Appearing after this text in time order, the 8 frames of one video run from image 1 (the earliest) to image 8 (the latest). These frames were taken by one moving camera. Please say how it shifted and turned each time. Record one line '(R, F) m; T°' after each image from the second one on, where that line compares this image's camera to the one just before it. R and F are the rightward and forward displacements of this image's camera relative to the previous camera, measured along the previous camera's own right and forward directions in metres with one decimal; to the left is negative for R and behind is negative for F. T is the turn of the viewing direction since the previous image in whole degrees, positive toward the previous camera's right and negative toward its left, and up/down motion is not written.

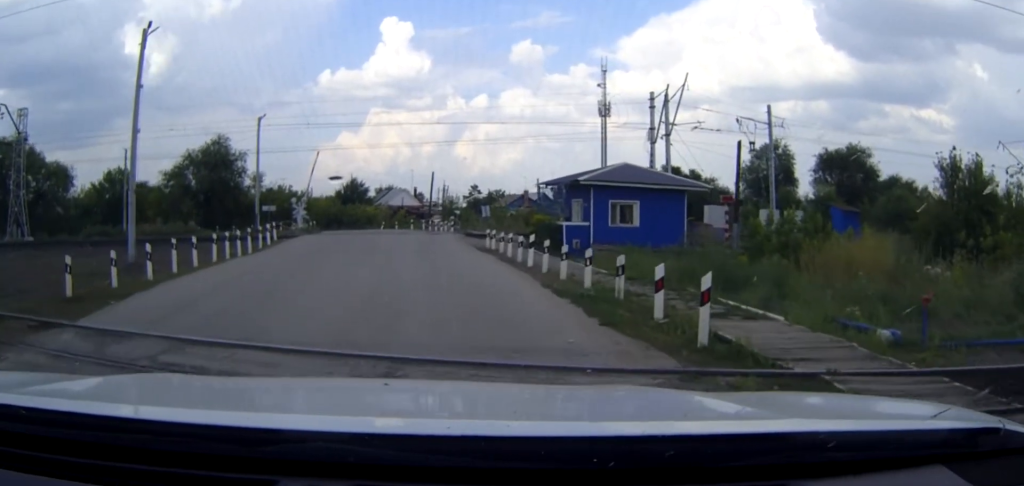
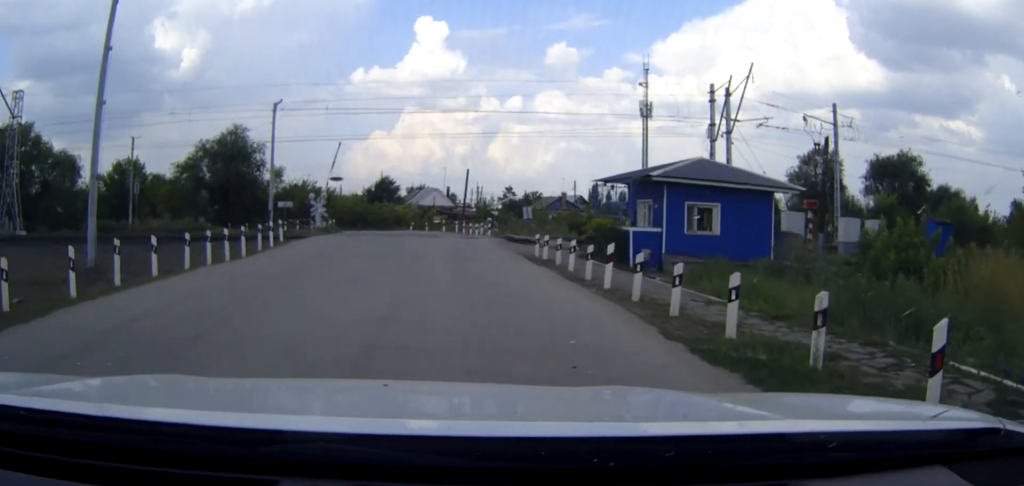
(-0.1, +5.3) m; -3°
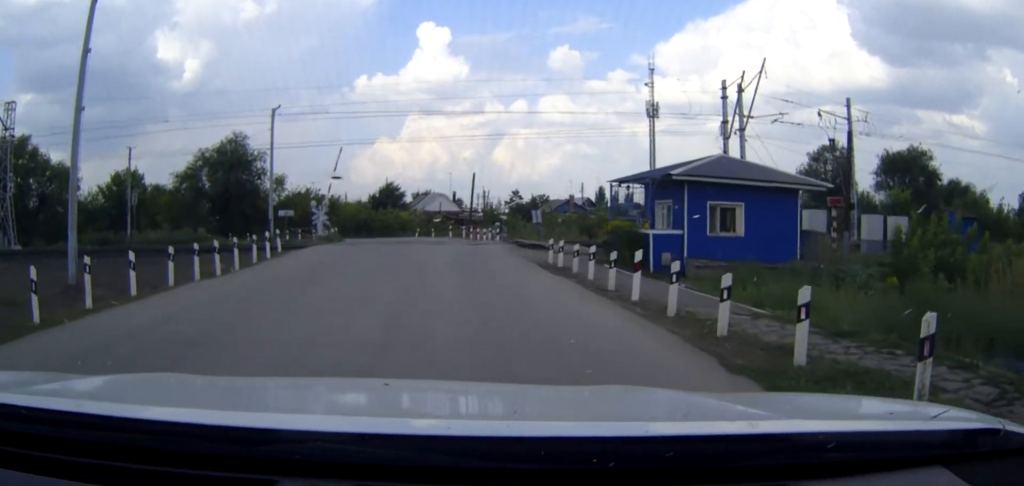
(0.0, +1.4) m; 0°
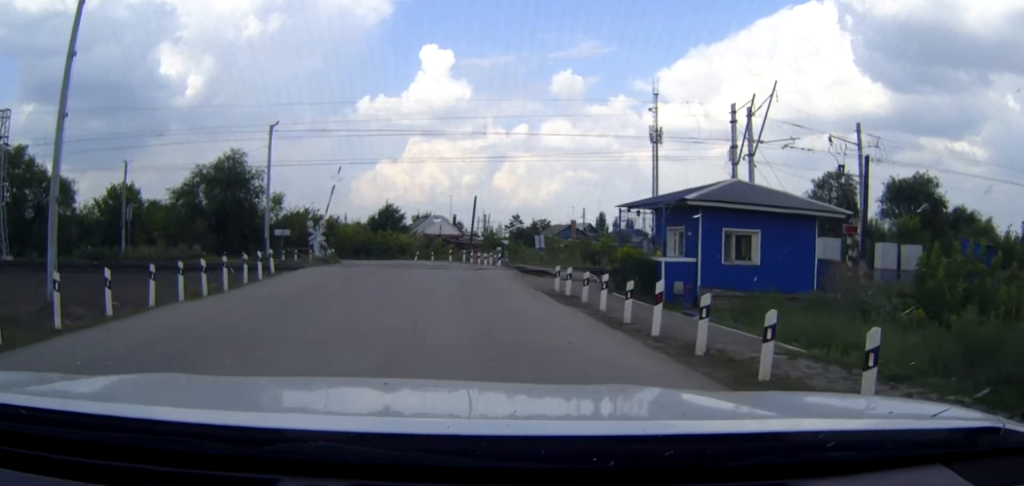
(0.0, +1.1) m; 0°
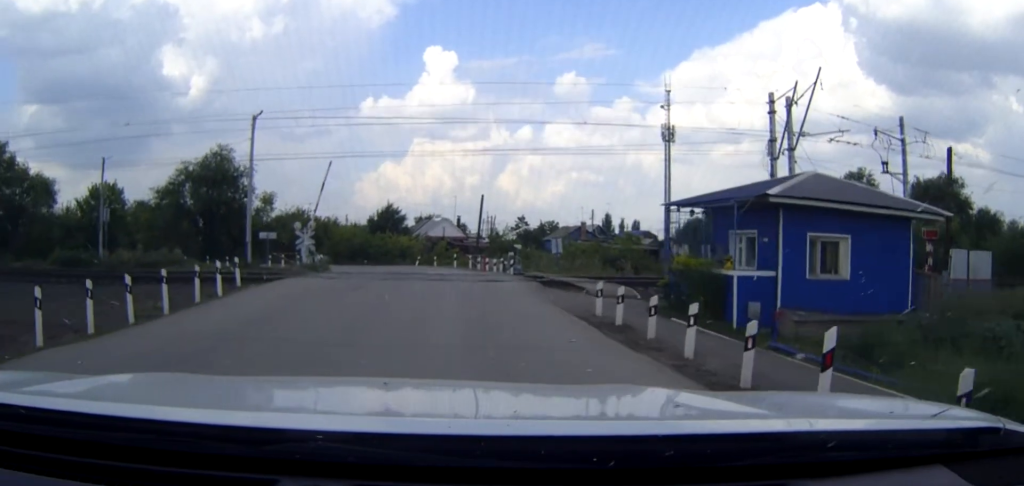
(0.0, +4.4) m; -1°
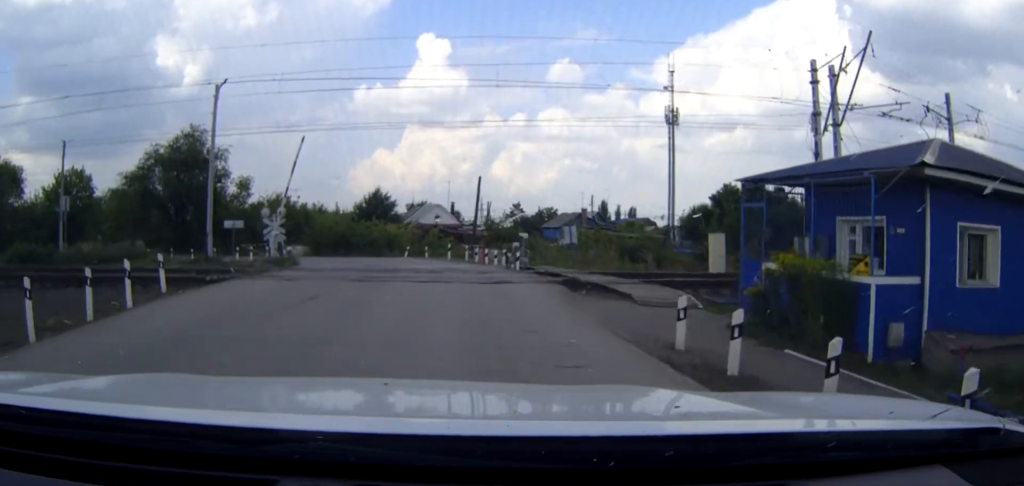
(0.0, +4.7) m; +1°
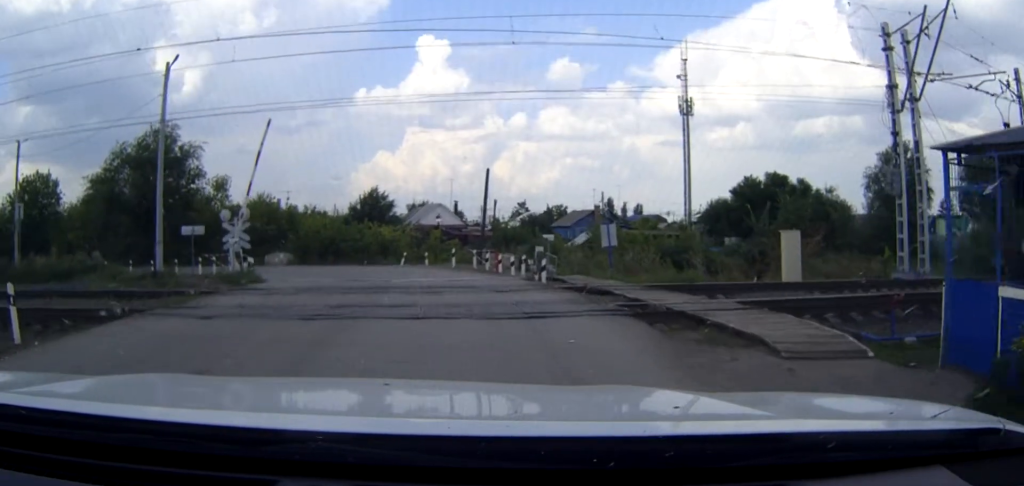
(0.0, +6.1) m; 0°
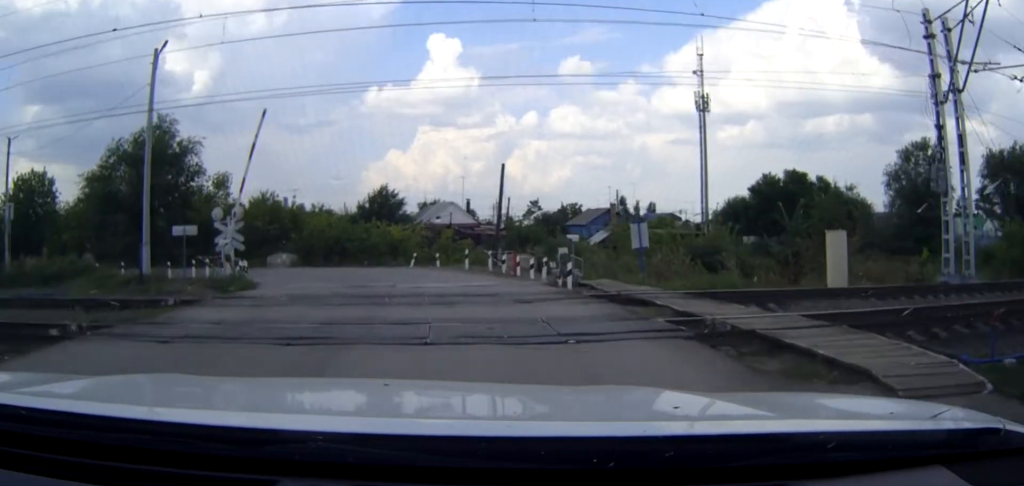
(0.0, +2.5) m; 0°
